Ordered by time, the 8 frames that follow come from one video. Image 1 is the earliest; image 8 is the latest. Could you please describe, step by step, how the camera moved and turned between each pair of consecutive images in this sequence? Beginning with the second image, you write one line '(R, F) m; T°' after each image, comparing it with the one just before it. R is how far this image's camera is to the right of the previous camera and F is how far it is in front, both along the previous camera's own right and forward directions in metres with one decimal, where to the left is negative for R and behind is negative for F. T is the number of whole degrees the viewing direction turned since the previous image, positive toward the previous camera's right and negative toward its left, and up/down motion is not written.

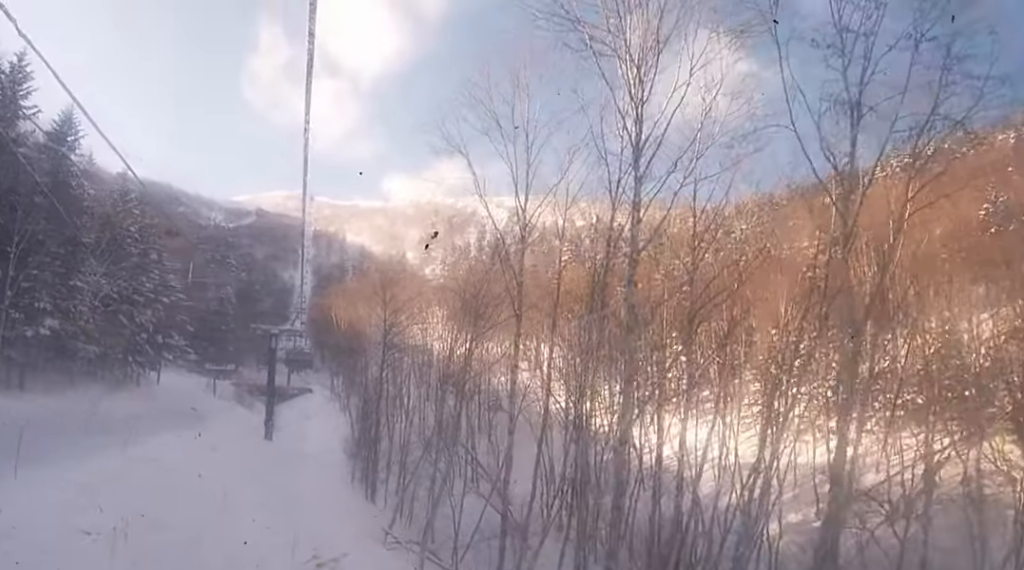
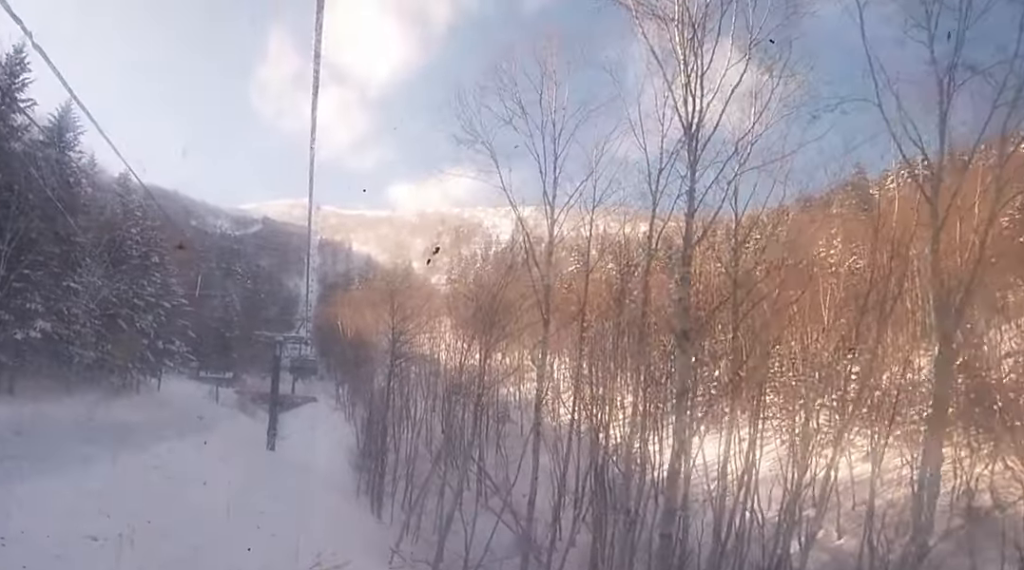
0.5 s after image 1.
(-0.3, +1.6) m; 0°
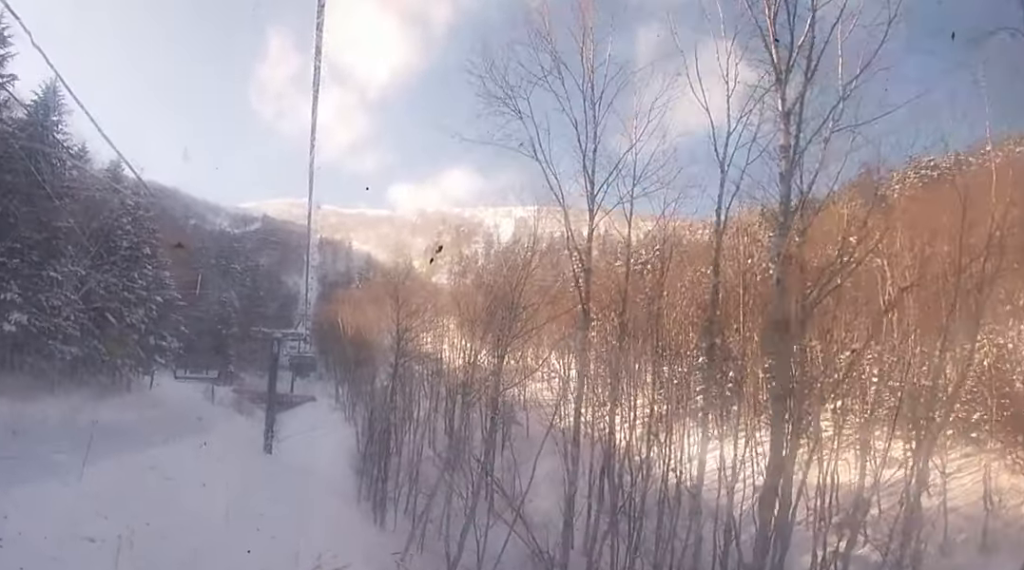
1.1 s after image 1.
(+0.2, +2.6) m; 0°
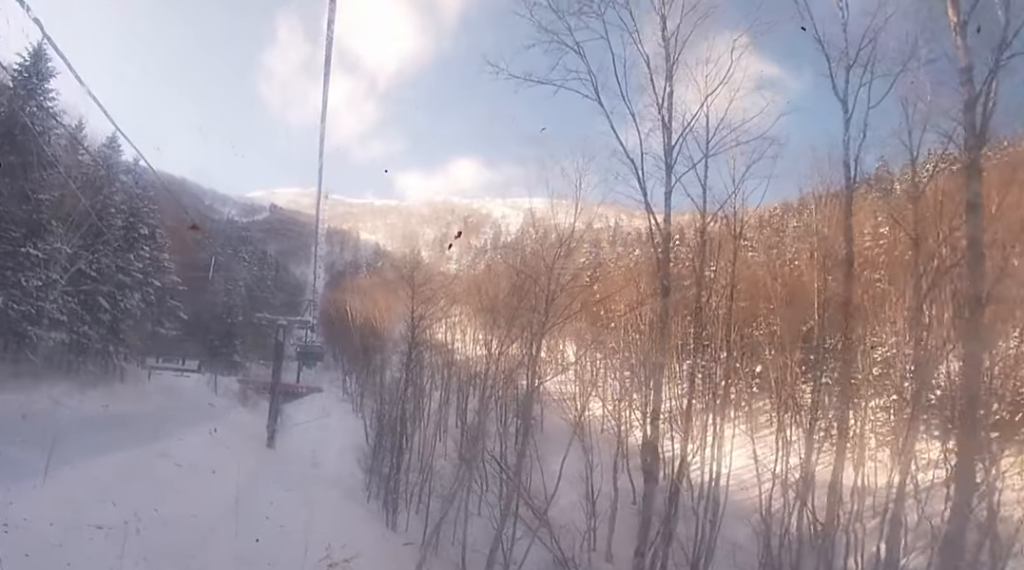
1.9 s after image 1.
(+0.1, +3.1) m; 0°
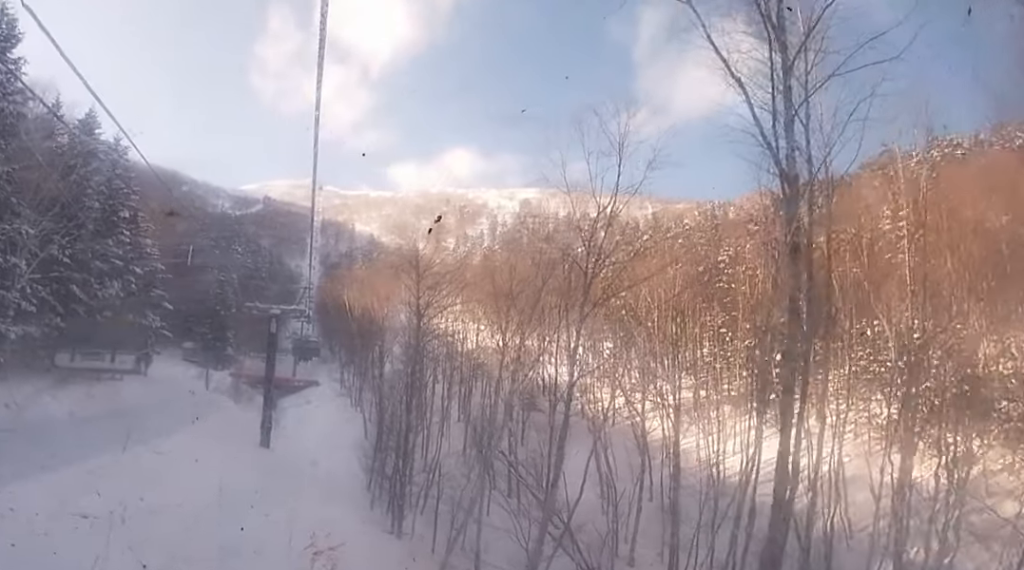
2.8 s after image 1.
(-0.3, +3.5) m; +2°
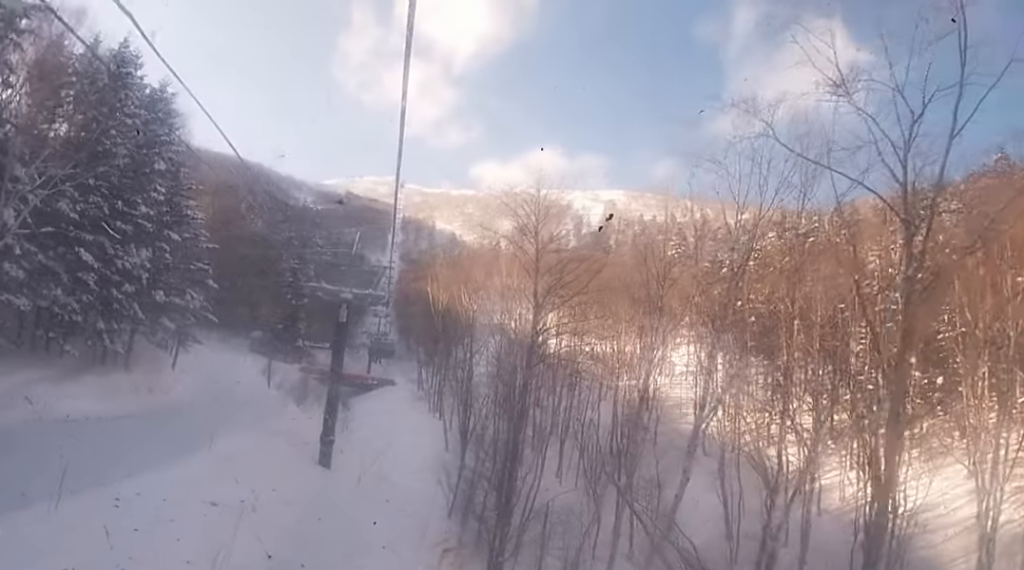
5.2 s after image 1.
(+0.6, +9.7) m; -2°
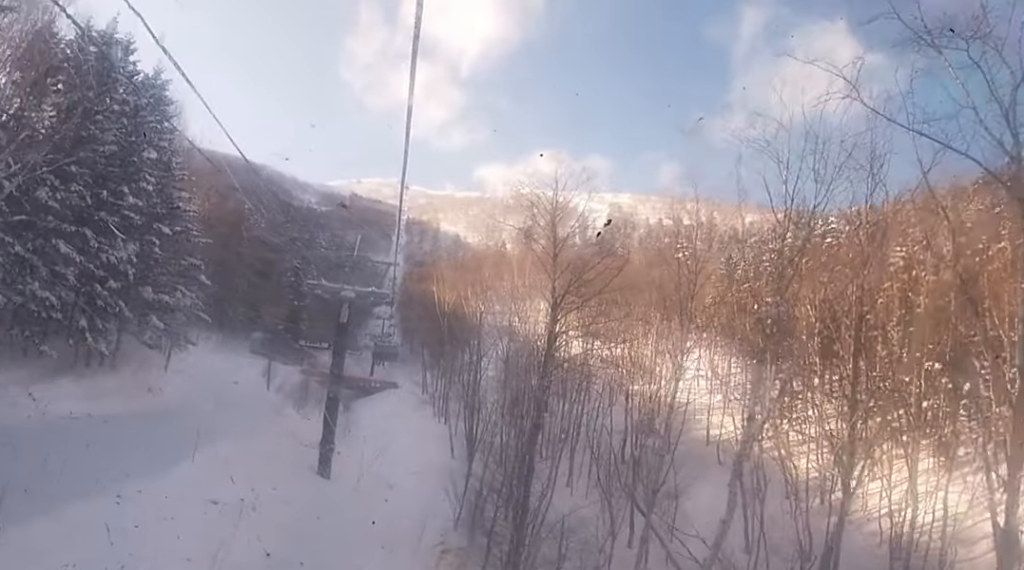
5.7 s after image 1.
(-0.2, +2.2) m; 0°
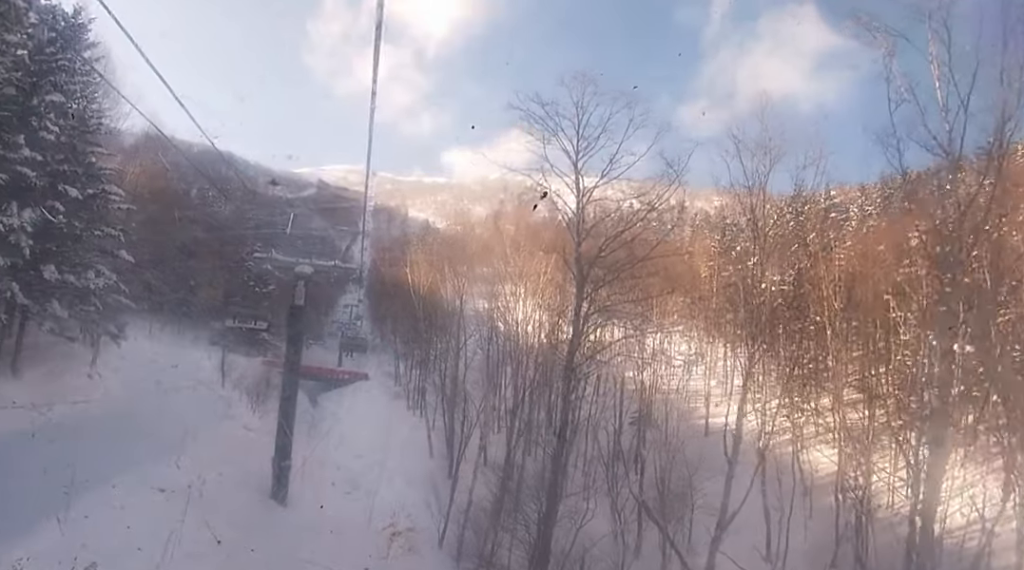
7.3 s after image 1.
(+0.1, +6.4) m; 0°
